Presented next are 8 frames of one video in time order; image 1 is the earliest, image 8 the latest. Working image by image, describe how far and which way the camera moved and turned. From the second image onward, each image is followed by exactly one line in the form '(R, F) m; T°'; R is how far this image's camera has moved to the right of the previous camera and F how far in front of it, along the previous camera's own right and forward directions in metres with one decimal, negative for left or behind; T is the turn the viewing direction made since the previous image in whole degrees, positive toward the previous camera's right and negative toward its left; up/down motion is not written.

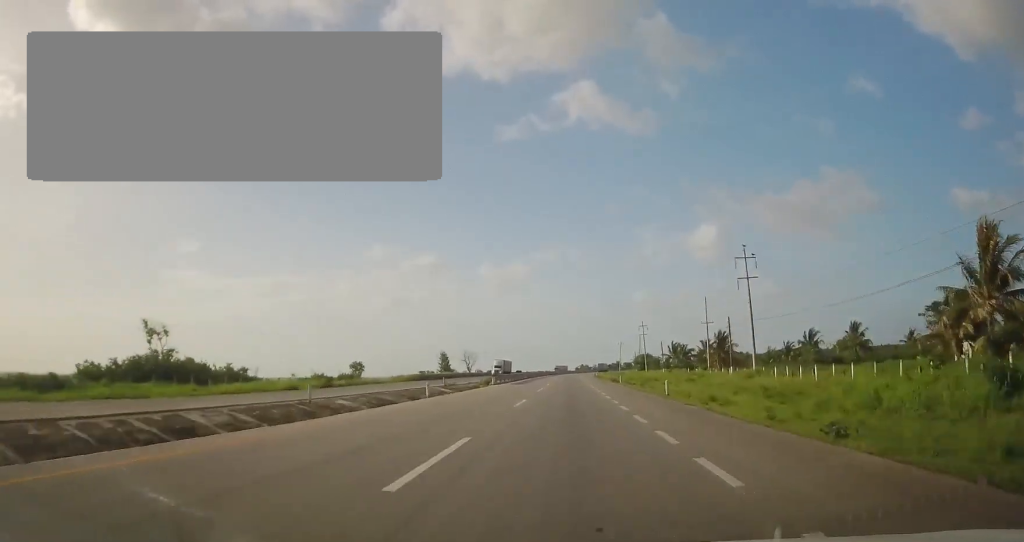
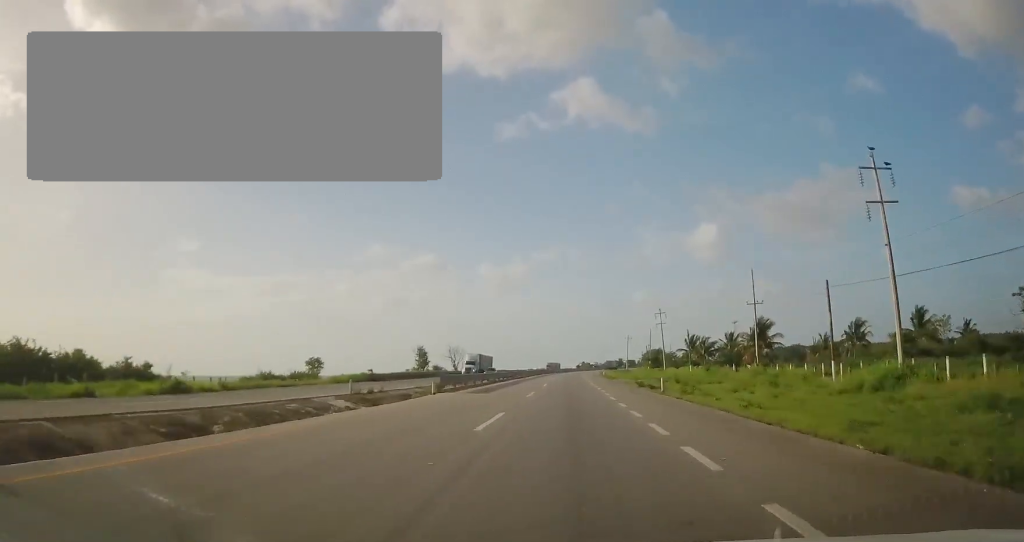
(0.0, +24.8) m; 0°
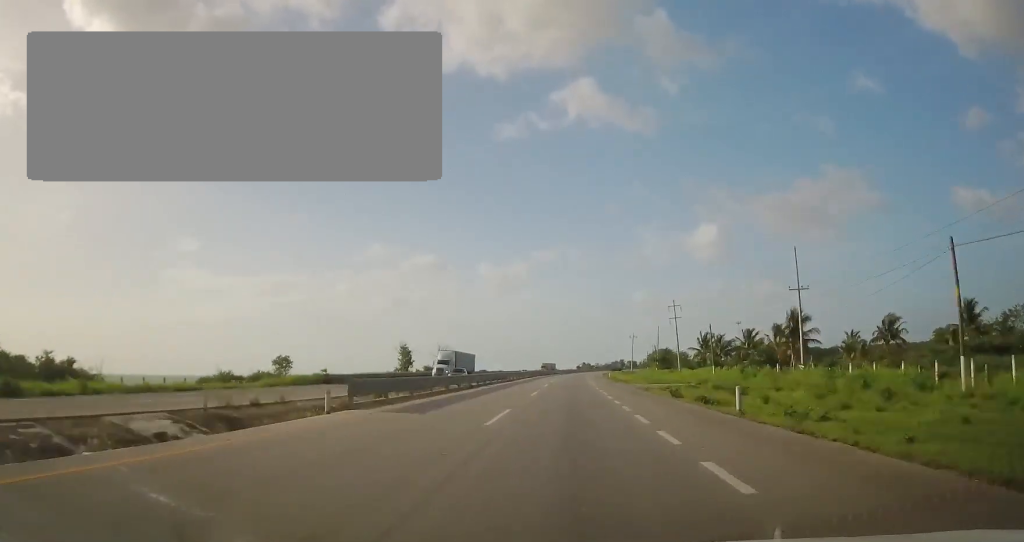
(0.0, +14.1) m; 0°
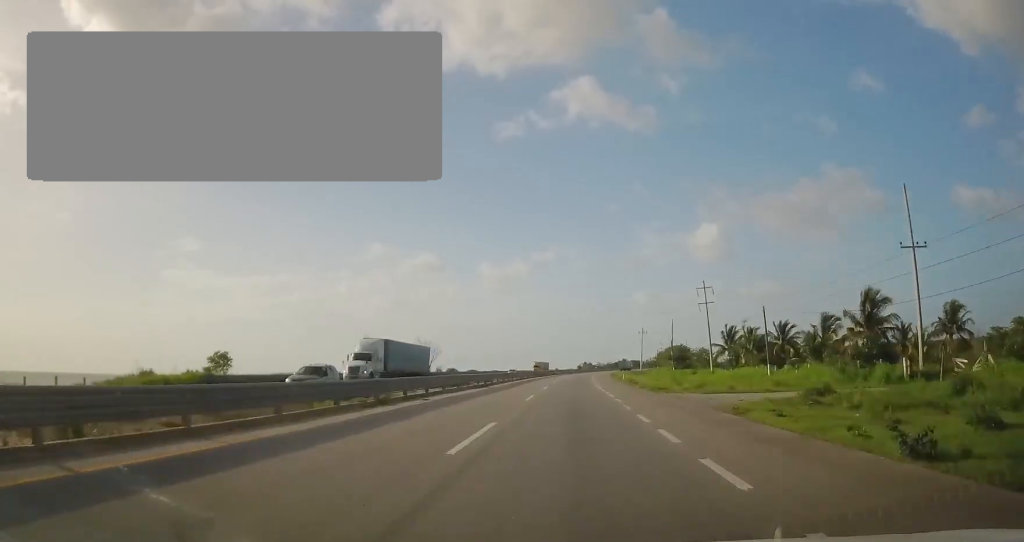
(0.0, +20.5) m; 0°
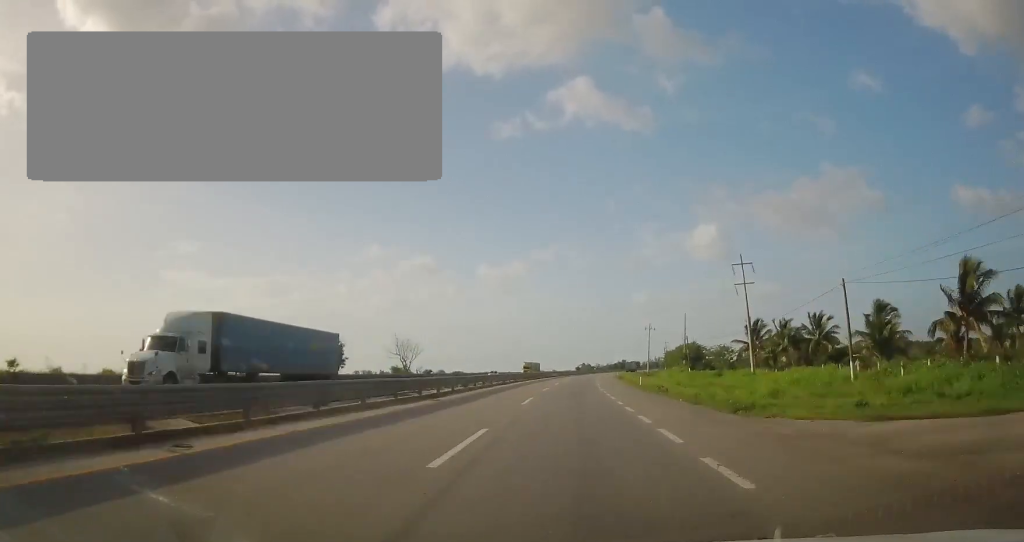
(0.0, +16.8) m; 0°
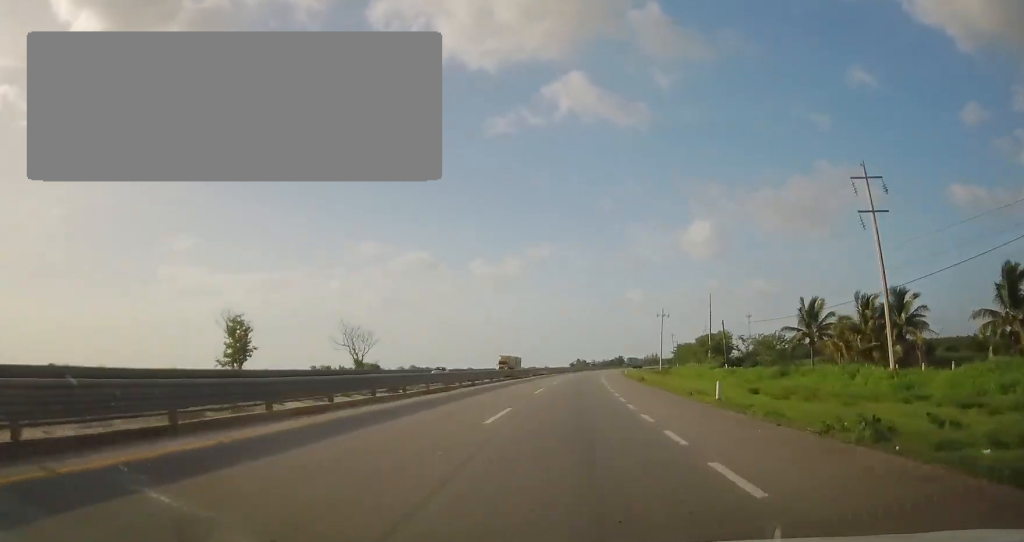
(+0.1, +25.6) m; +1°
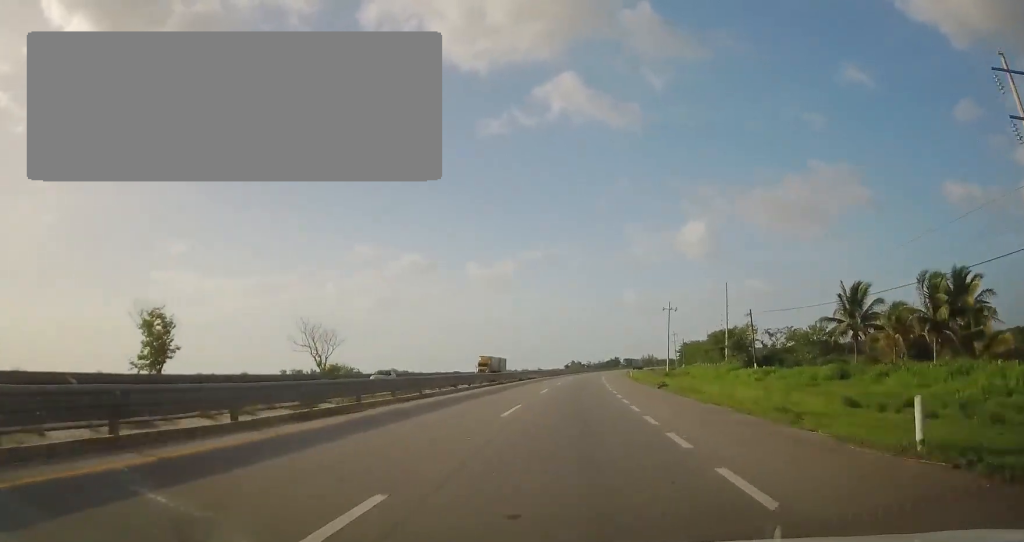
(+0.3, +13.0) m; 0°
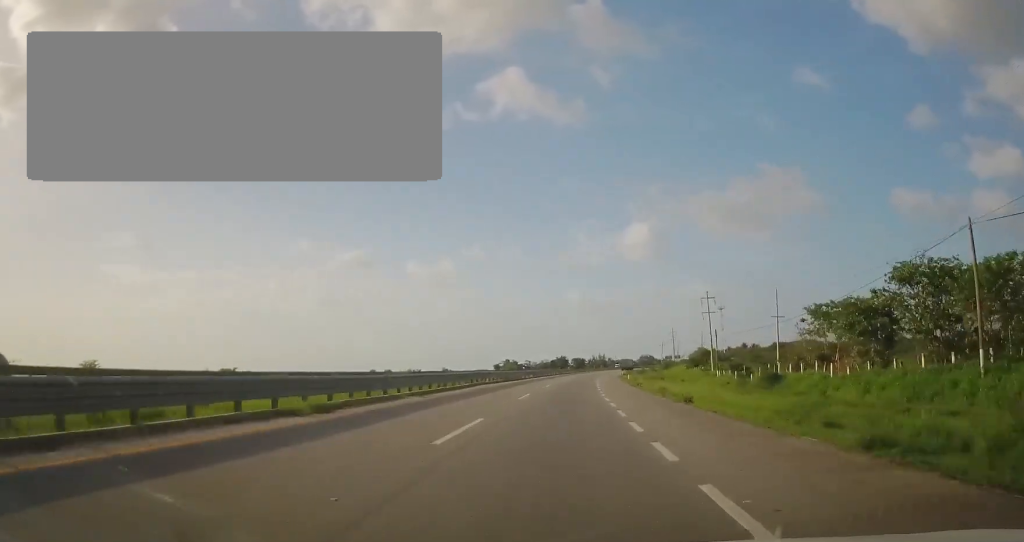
(+3.3, +97.7) m; +5°
